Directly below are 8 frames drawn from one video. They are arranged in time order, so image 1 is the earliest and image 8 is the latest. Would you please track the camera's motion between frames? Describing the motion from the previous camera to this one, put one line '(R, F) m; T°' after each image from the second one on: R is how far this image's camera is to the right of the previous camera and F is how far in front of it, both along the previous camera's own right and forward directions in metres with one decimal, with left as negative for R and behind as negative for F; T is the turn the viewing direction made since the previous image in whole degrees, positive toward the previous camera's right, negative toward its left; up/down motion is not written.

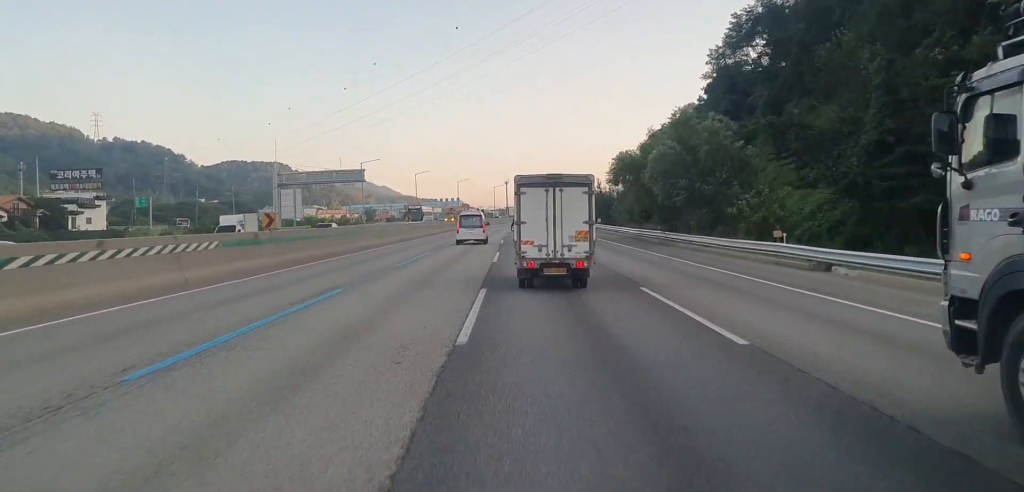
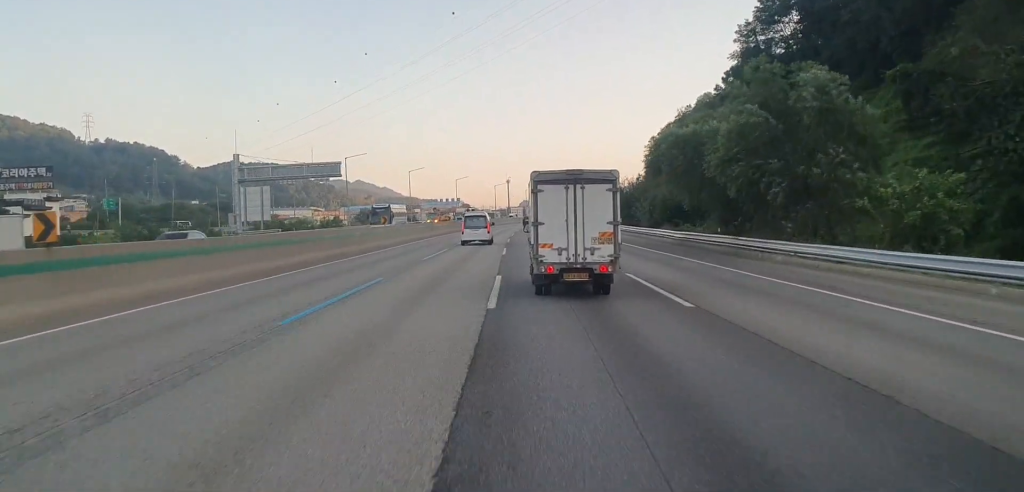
(-0.1, +15.3) m; 0°
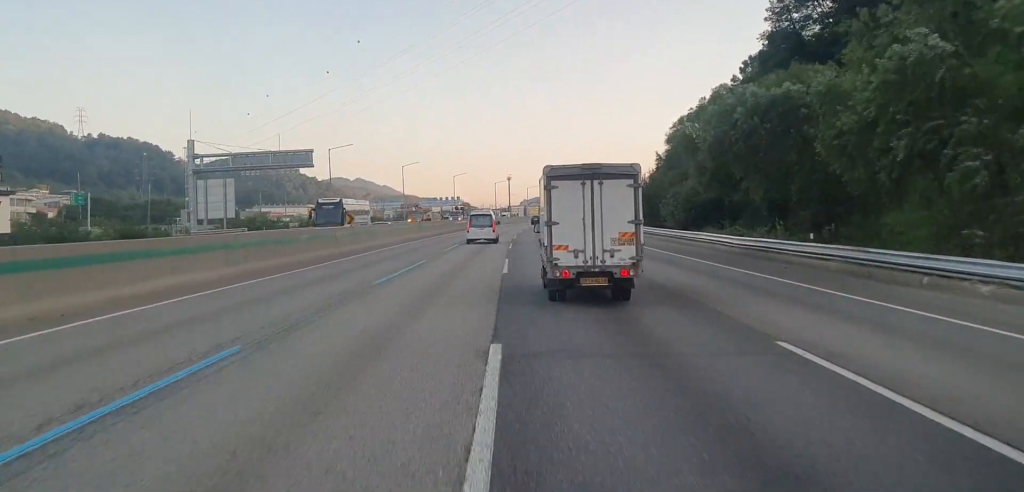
(-0.2, +12.6) m; 0°
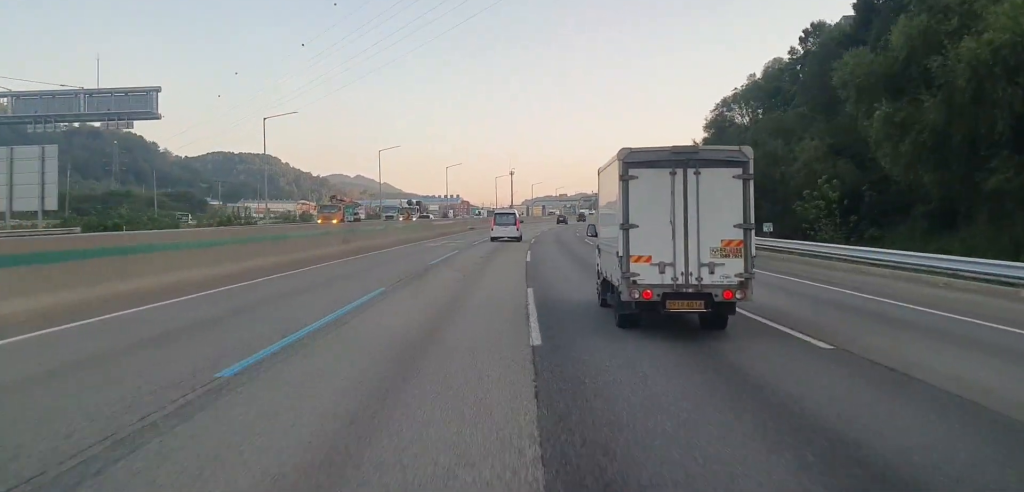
(+0.3, +32.5) m; +1°
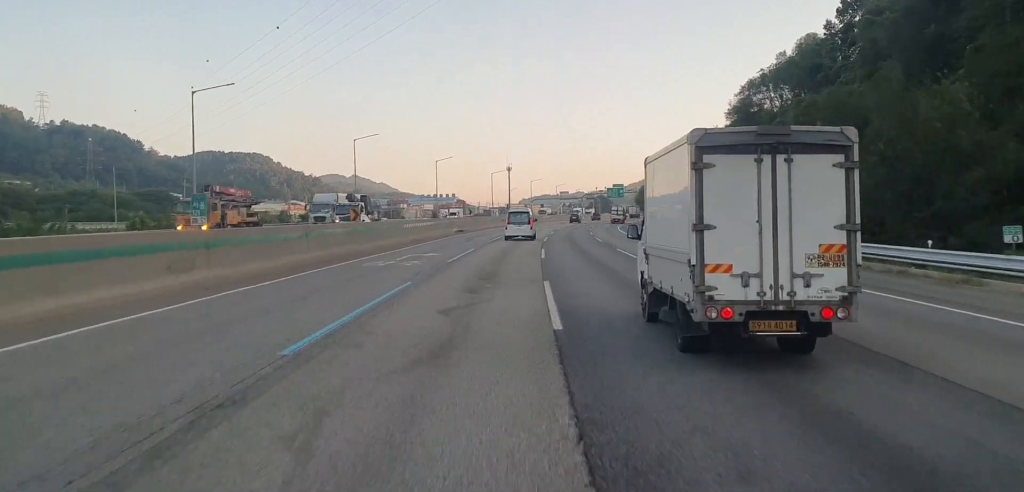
(0.0, +18.1) m; +1°
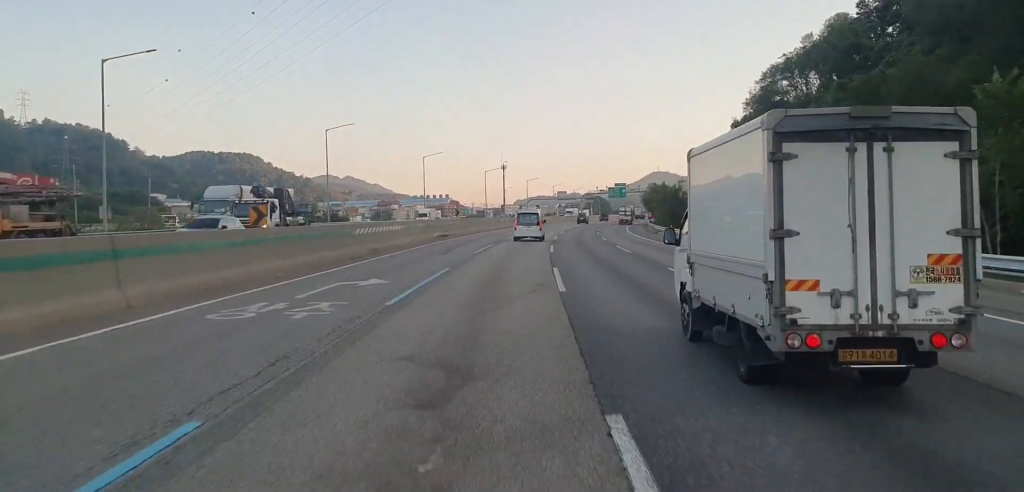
(0.0, +13.6) m; +1°
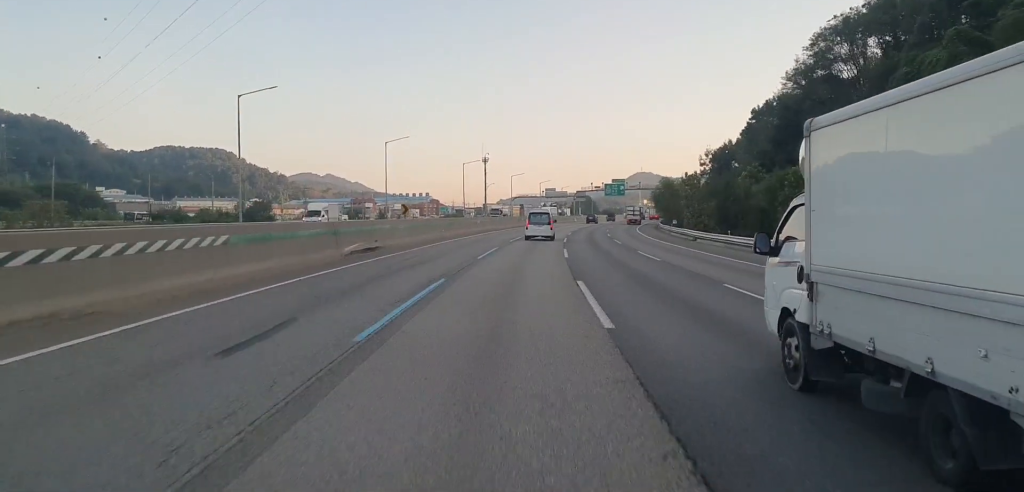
(+0.4, +25.5) m; +2°
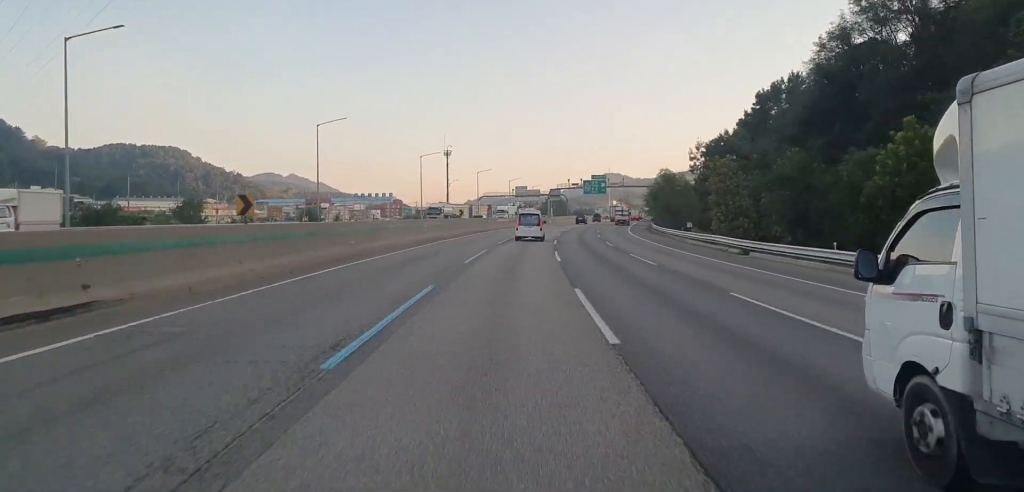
(+0.3, +21.8) m; +2°
